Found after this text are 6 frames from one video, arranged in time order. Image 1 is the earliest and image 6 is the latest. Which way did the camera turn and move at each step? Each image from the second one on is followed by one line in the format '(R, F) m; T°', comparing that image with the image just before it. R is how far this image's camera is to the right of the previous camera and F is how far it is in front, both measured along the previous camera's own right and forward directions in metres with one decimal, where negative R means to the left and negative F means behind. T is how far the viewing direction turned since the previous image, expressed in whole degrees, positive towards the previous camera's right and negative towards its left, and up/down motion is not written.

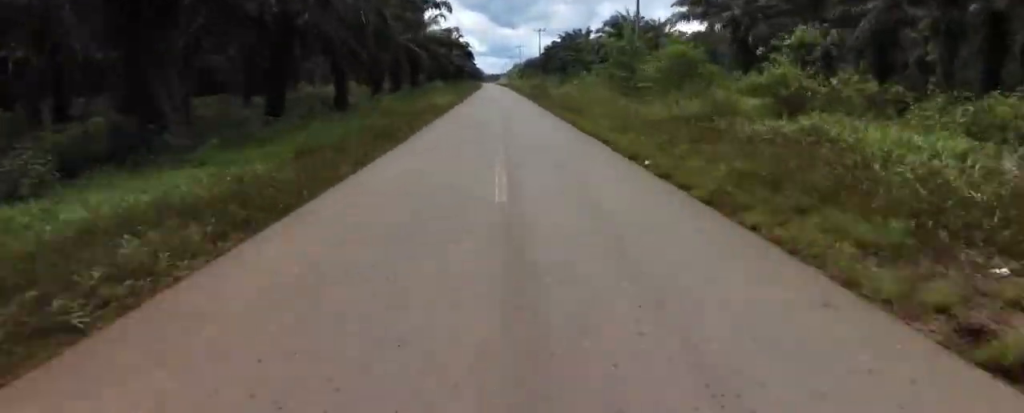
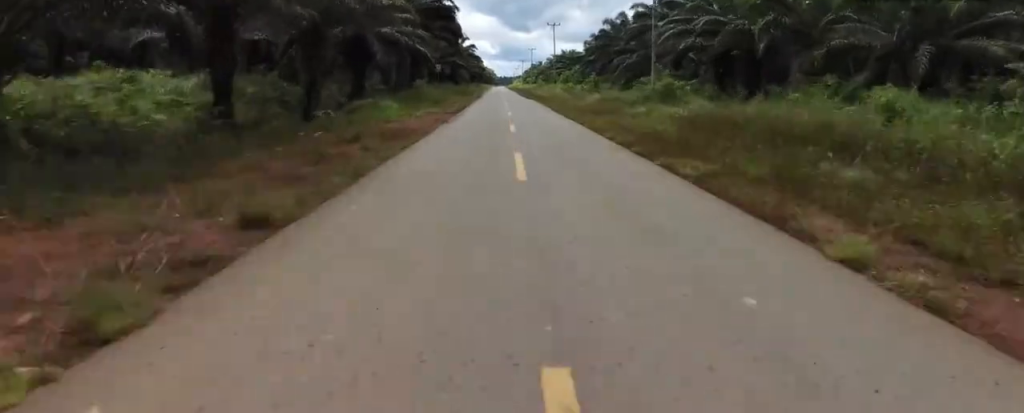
(-3.4, +72.4) m; -1°
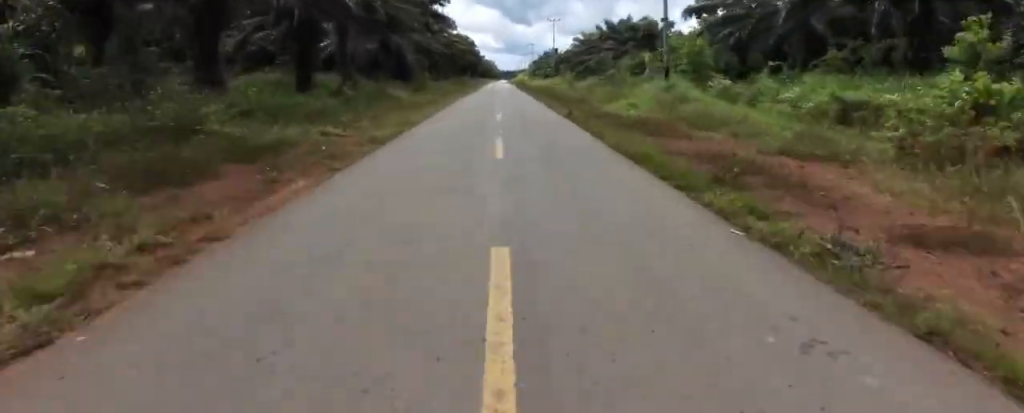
(+1.1, +62.4) m; -2°
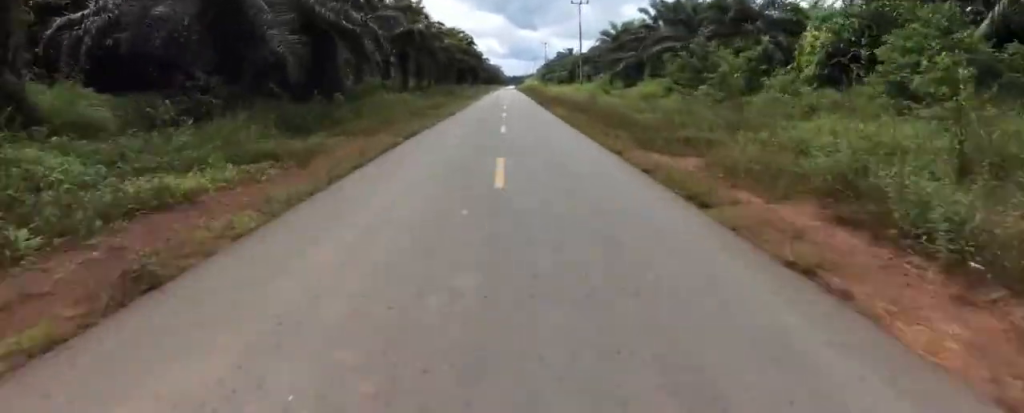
(-0.3, +26.8) m; -1°
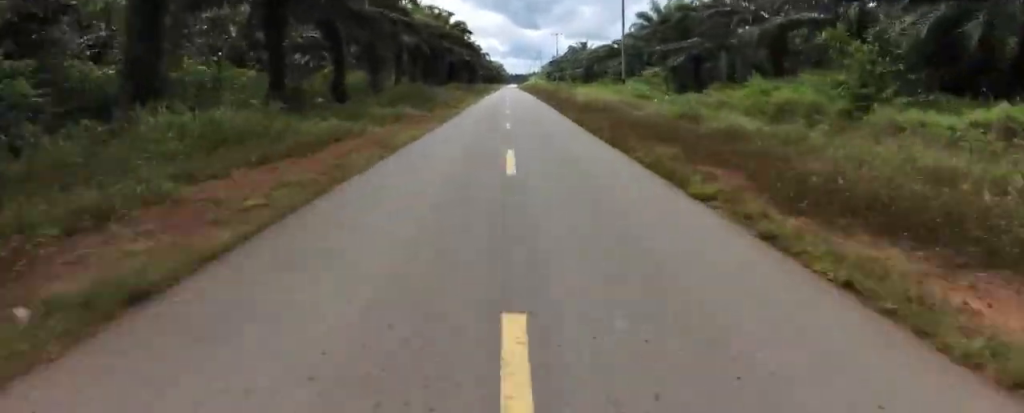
(0.0, +22.2) m; +1°
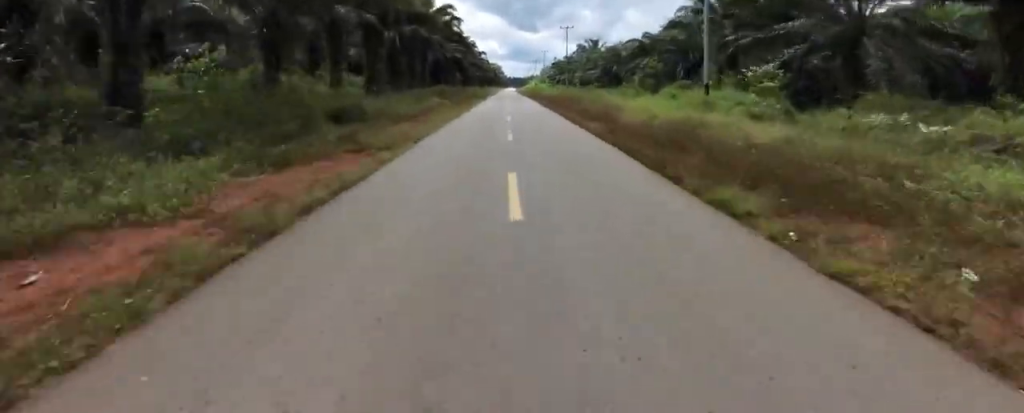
(+0.1, +18.5) m; 0°
